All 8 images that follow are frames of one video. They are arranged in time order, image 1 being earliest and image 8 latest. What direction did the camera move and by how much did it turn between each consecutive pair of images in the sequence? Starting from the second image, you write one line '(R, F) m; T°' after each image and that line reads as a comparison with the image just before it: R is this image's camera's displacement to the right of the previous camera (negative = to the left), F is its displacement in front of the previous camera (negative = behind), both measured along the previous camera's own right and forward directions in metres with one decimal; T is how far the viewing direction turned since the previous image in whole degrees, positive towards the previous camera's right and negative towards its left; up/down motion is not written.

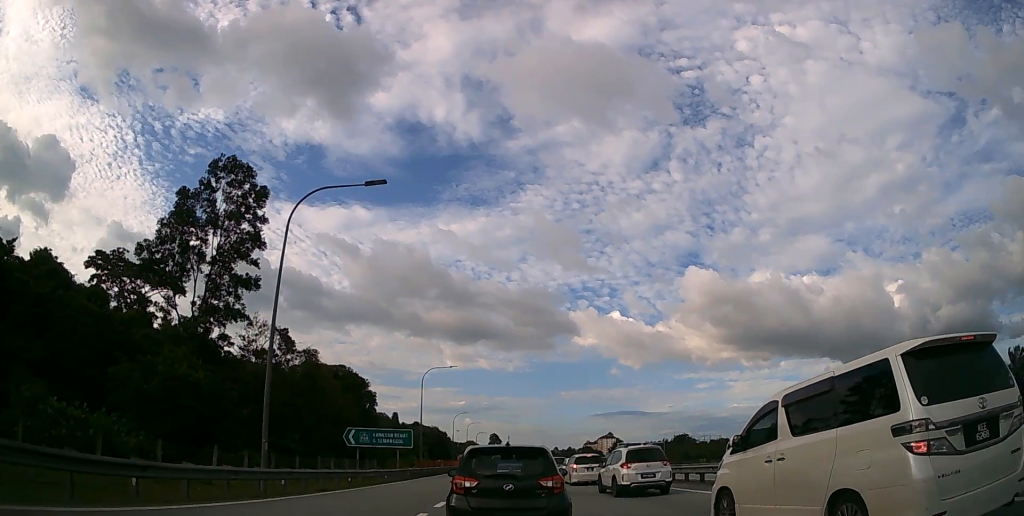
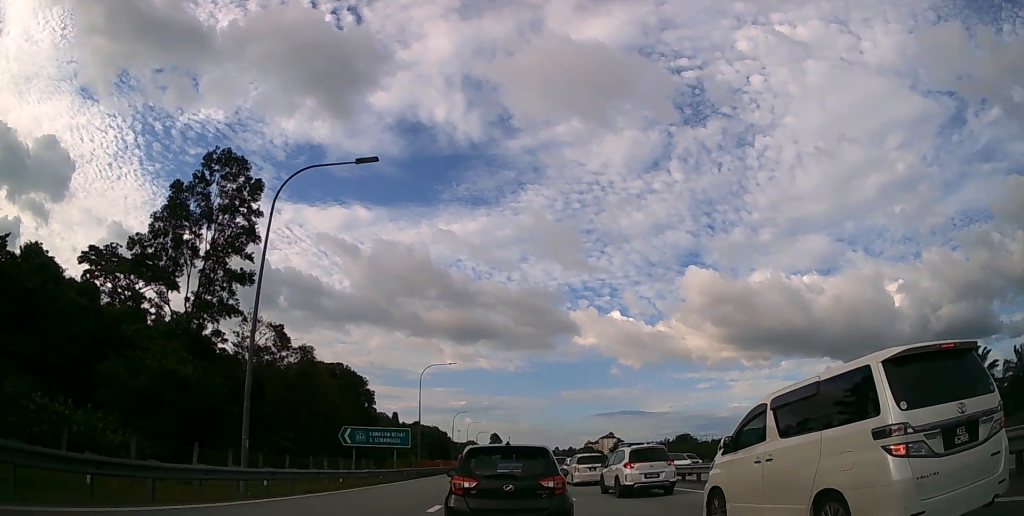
(0.0, +1.5) m; 0°
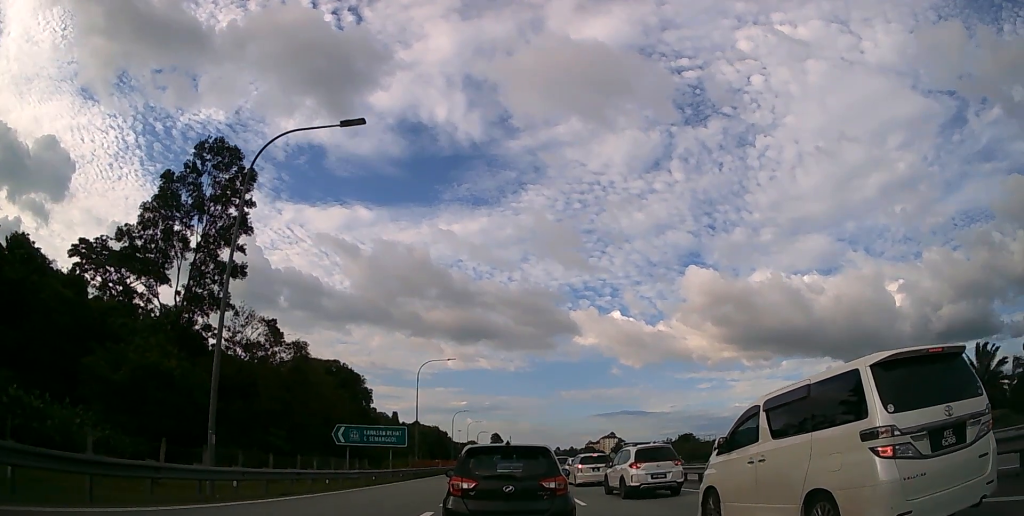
(0.0, +2.1) m; -1°
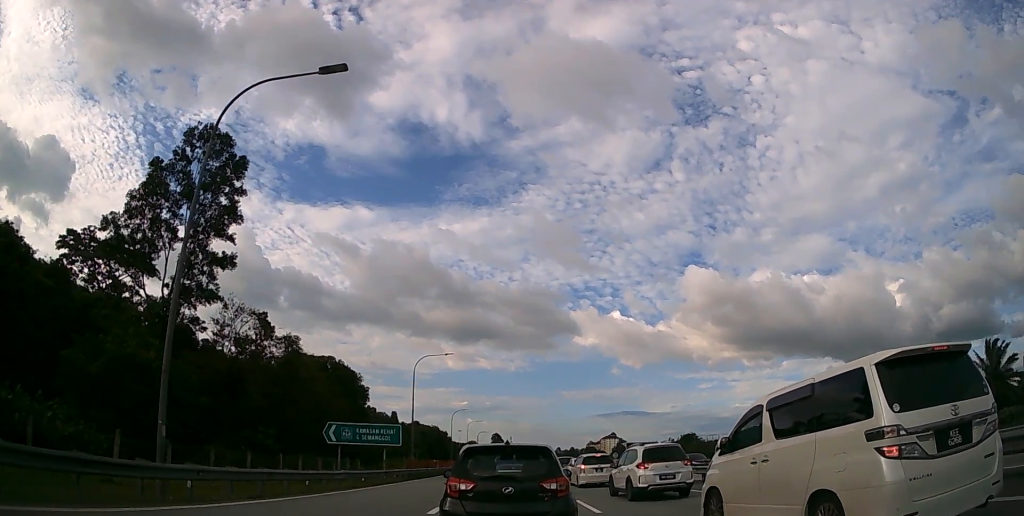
(0.0, +2.3) m; 0°
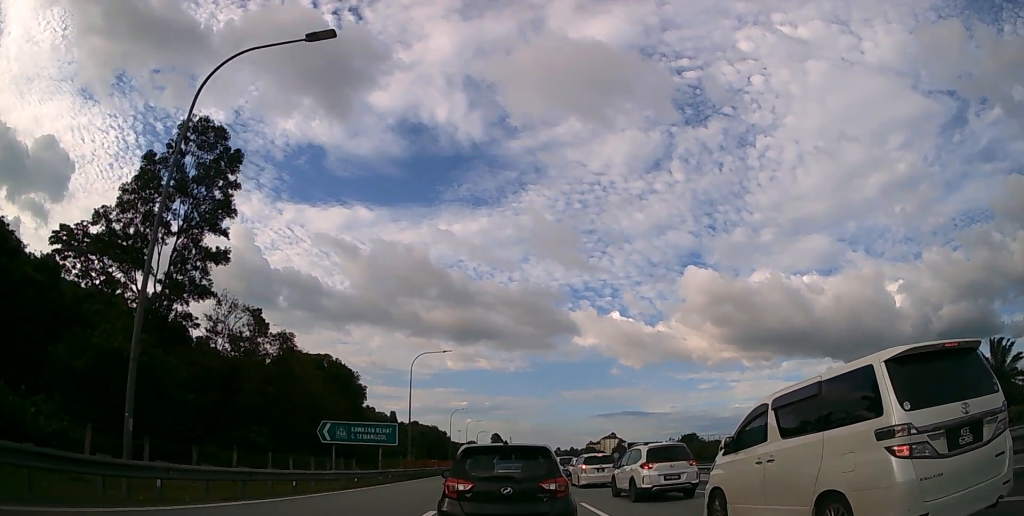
(0.0, +1.2) m; 0°
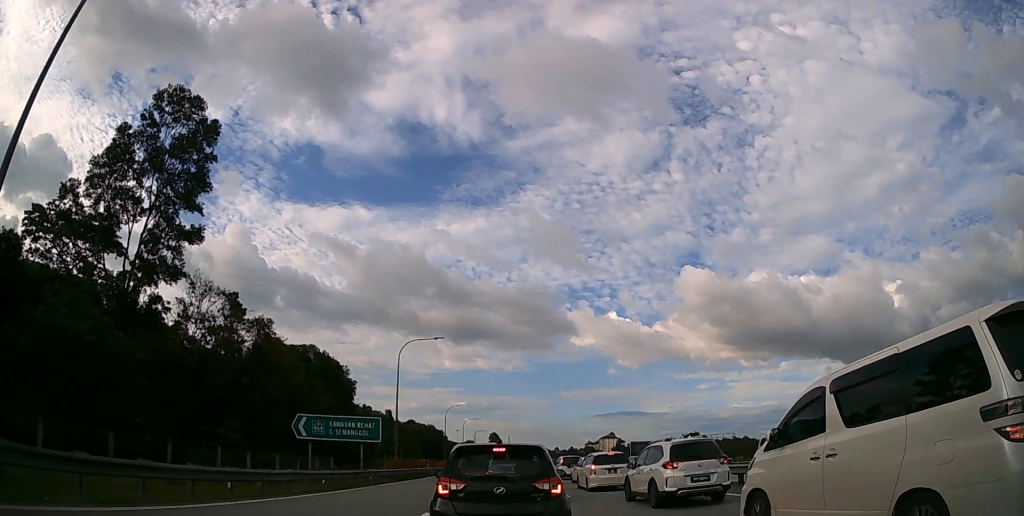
(0.0, +5.2) m; 0°
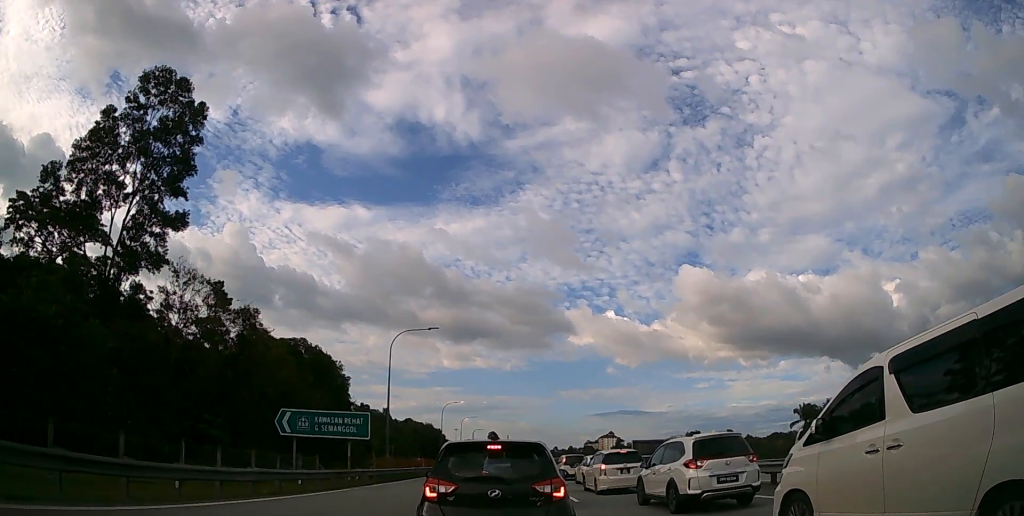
(0.0, +3.0) m; +1°
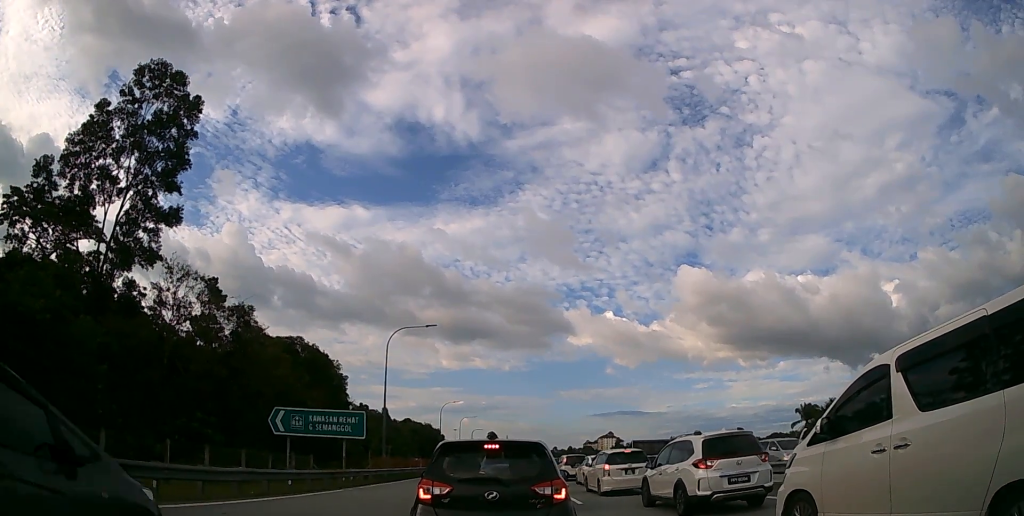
(0.0, +0.9) m; 0°
